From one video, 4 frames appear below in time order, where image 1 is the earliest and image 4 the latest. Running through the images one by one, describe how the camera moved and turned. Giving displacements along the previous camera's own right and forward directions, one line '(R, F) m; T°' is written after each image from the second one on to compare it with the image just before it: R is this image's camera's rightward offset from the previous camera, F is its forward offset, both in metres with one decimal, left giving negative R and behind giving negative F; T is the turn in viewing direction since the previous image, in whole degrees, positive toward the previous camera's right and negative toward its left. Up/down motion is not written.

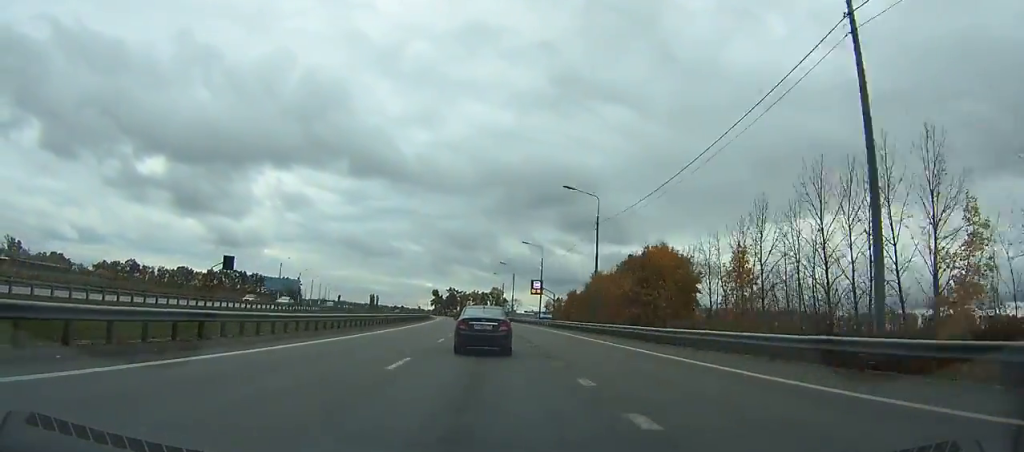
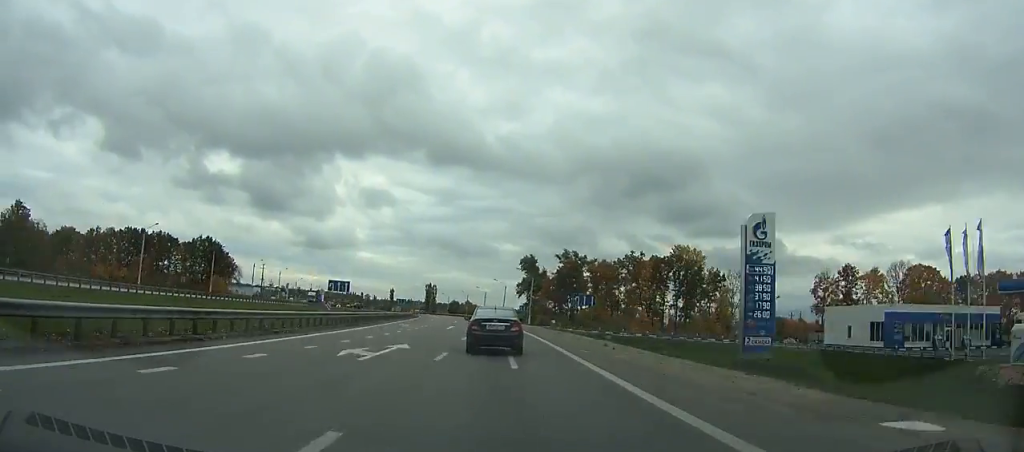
(-21.4, +211.7) m; -12°
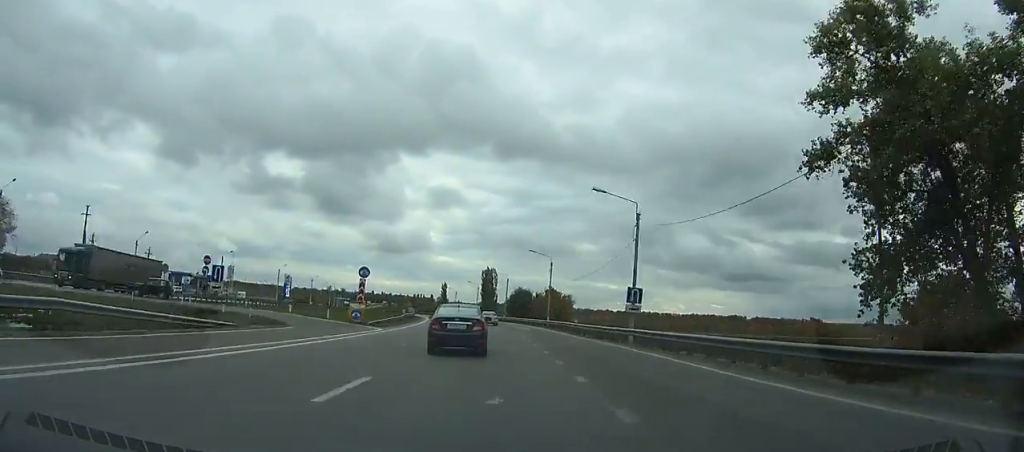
(+2.0, +129.0) m; 0°
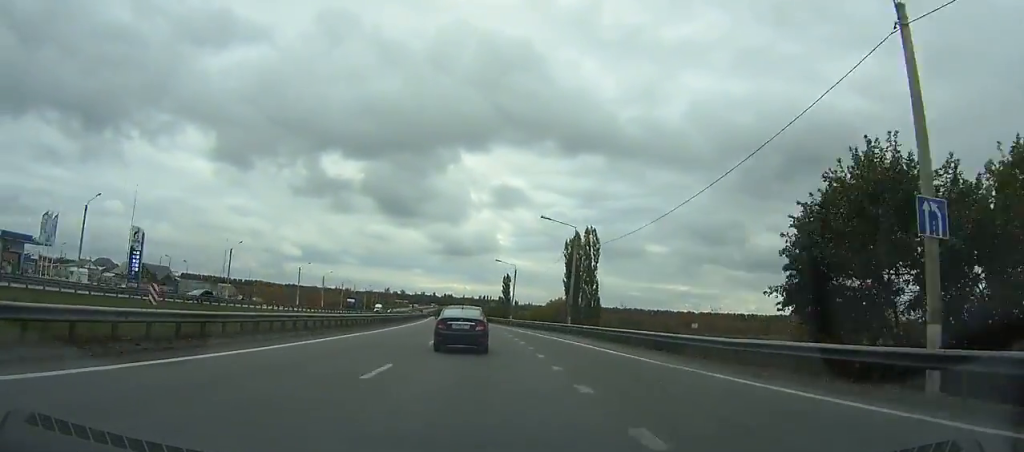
(-11.1, +102.5) m; -10°
